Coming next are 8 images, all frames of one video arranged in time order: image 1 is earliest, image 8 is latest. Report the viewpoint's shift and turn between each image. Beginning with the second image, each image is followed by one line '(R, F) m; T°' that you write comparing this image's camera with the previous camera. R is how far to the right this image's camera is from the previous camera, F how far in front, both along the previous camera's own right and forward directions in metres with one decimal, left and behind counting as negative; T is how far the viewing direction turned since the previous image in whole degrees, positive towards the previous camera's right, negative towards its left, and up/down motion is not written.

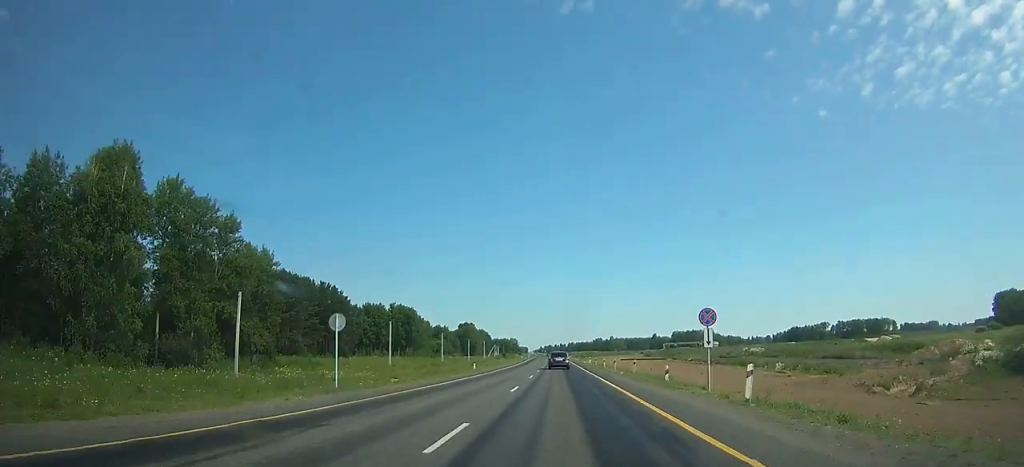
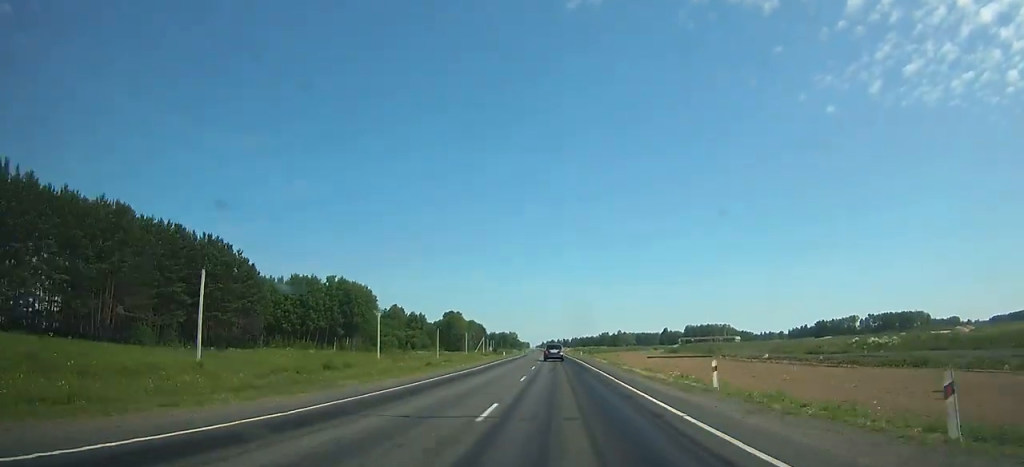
(-0.4, +57.0) m; -1°
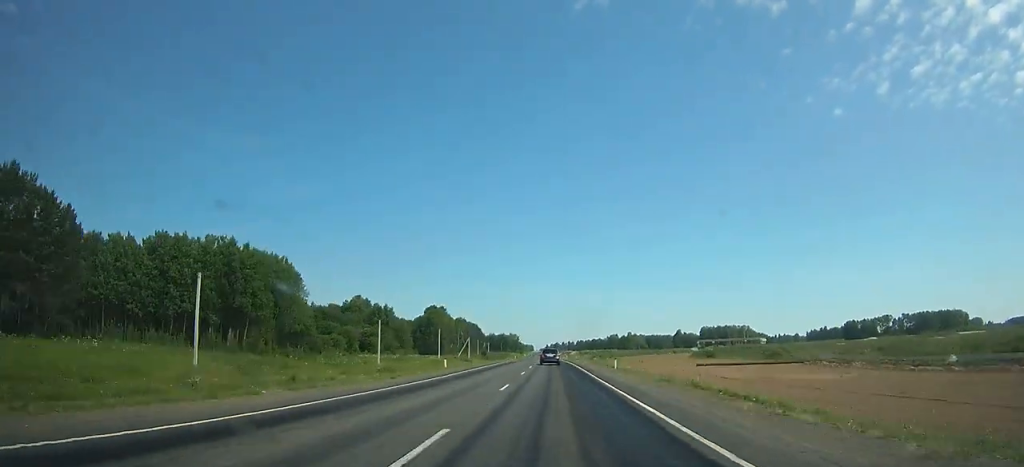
(-0.1, +51.8) m; 0°
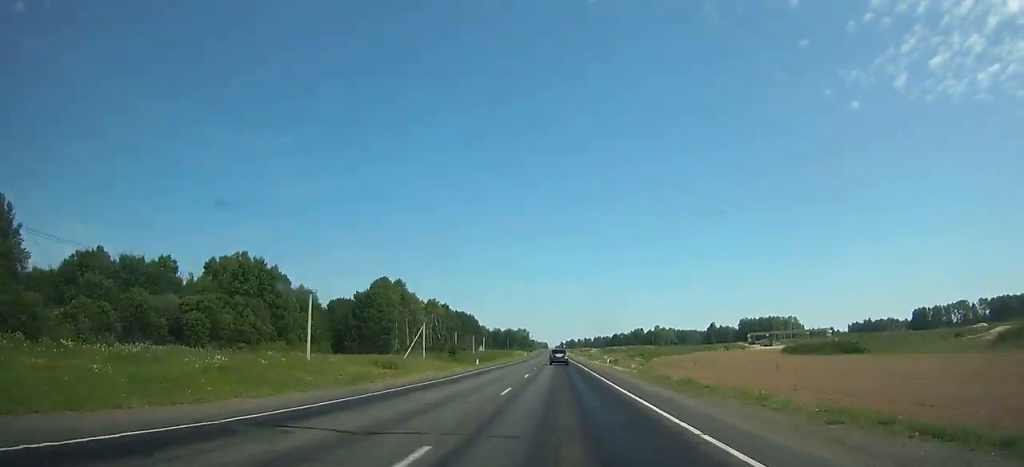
(-0.7, +85.7) m; -1°
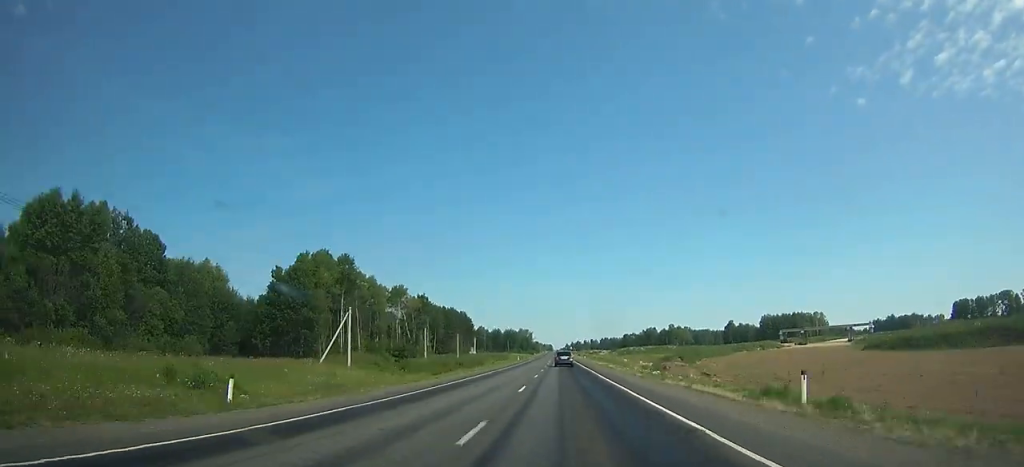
(-0.4, +44.0) m; 0°
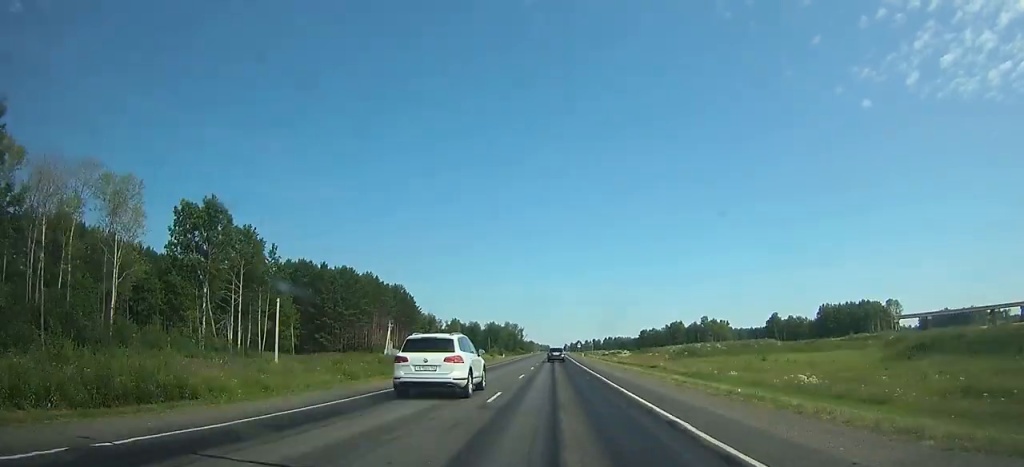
(-0.5, +113.5) m; 0°
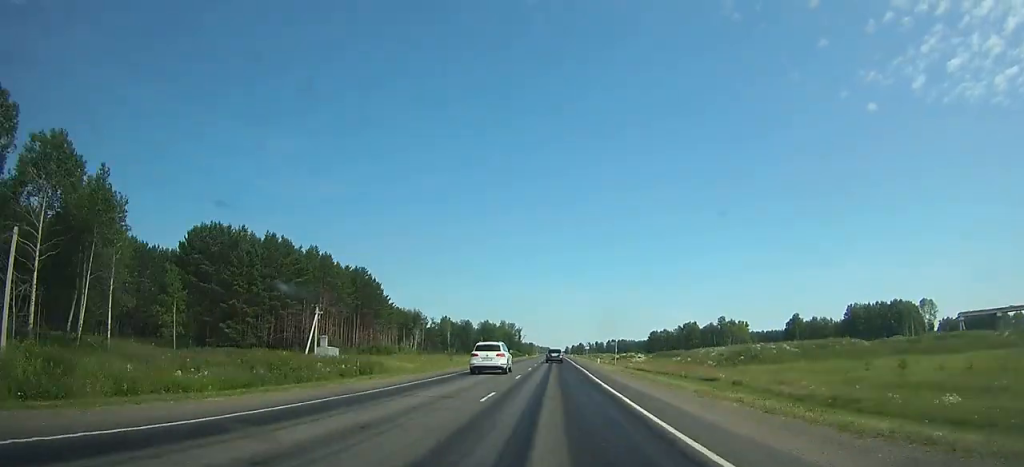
(-0.1, +35.9) m; 0°
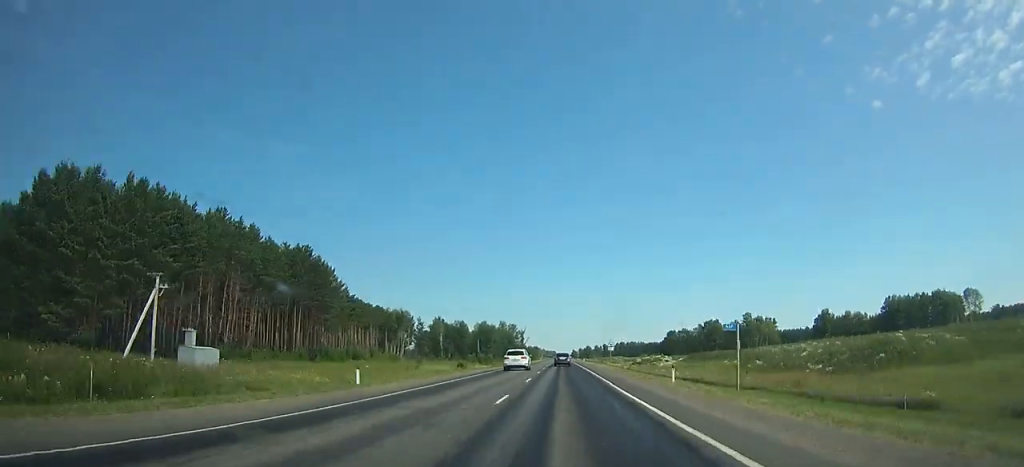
(0.0, +35.9) m; 0°
